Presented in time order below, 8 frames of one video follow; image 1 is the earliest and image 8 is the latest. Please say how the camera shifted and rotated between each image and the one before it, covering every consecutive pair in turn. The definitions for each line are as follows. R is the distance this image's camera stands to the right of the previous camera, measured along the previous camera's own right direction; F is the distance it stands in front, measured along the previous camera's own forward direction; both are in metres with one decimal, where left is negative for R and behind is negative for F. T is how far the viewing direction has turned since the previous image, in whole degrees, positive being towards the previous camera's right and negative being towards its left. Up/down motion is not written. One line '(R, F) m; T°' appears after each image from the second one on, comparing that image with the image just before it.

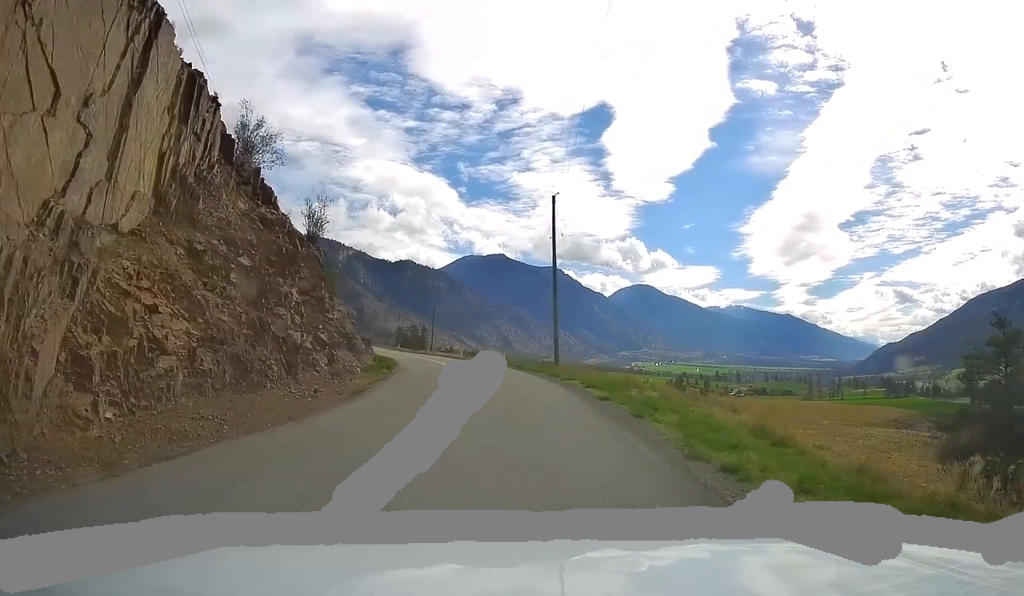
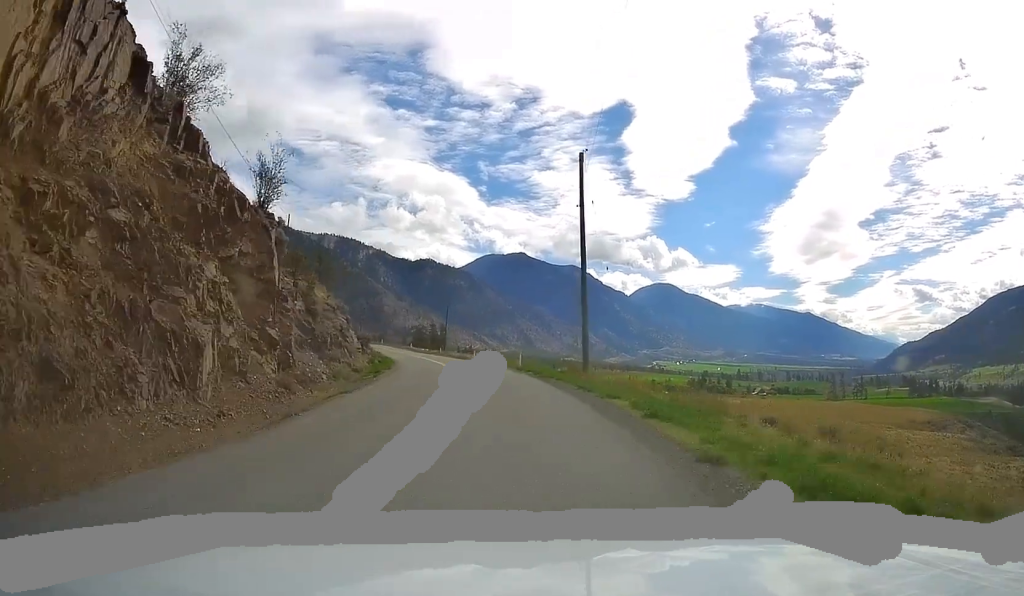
(0.0, +9.4) m; -2°
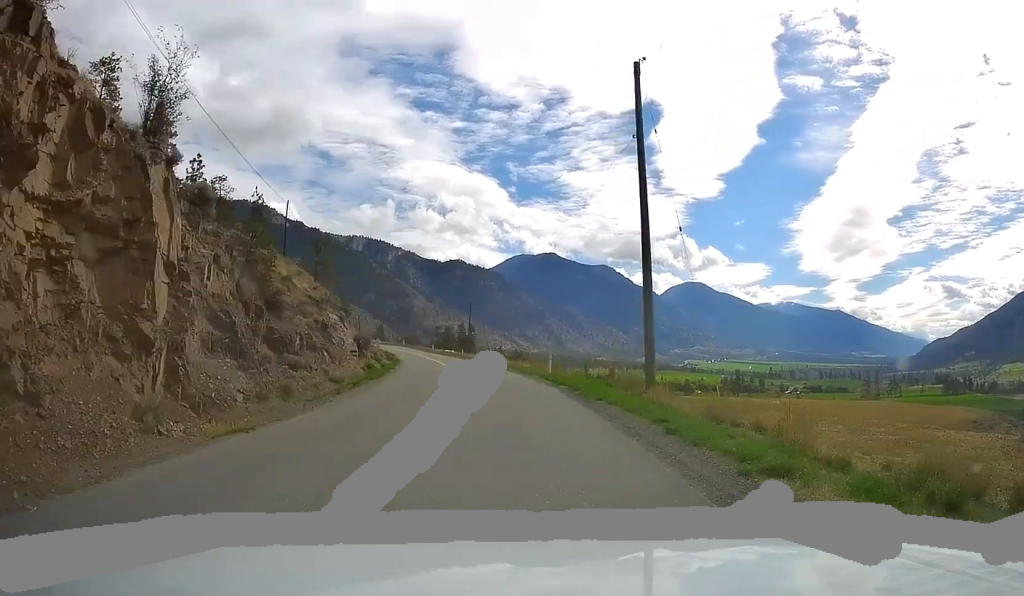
(-0.1, +11.1) m; -3°
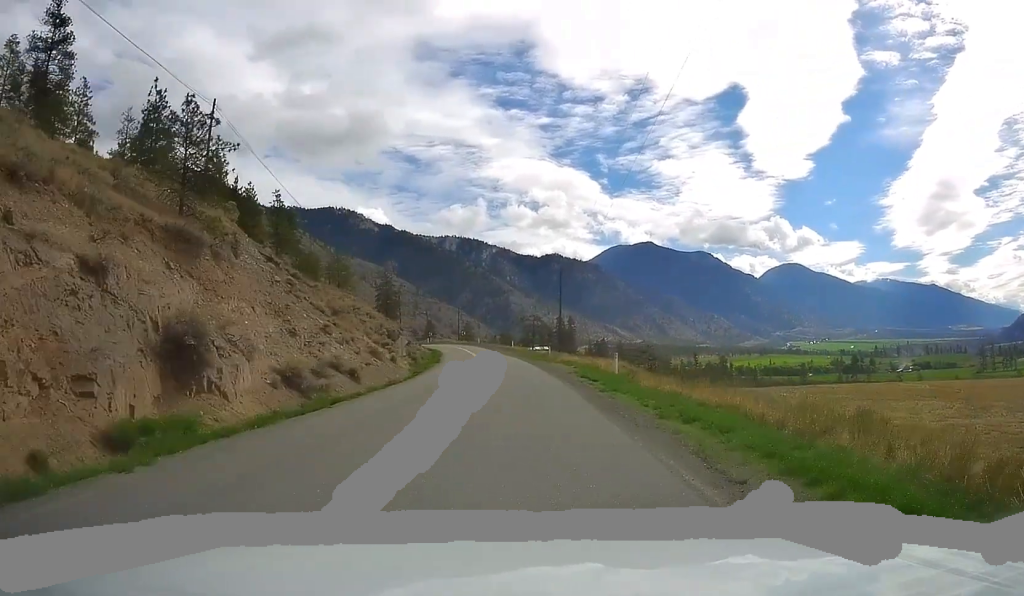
(-3.7, +42.2) m; -7°
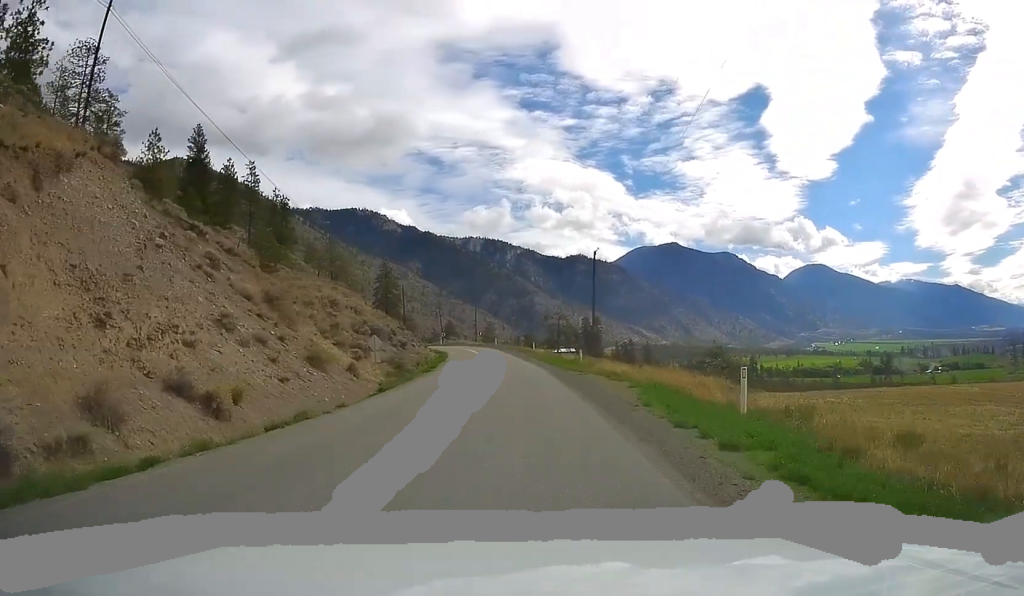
(-0.2, +17.4) m; -1°
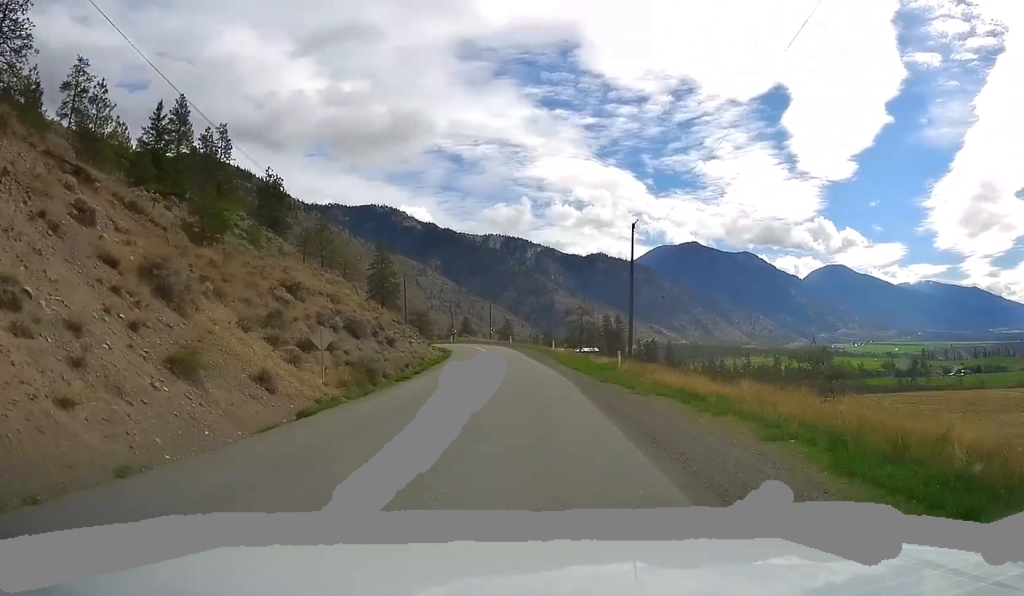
(0.0, +13.1) m; -1°
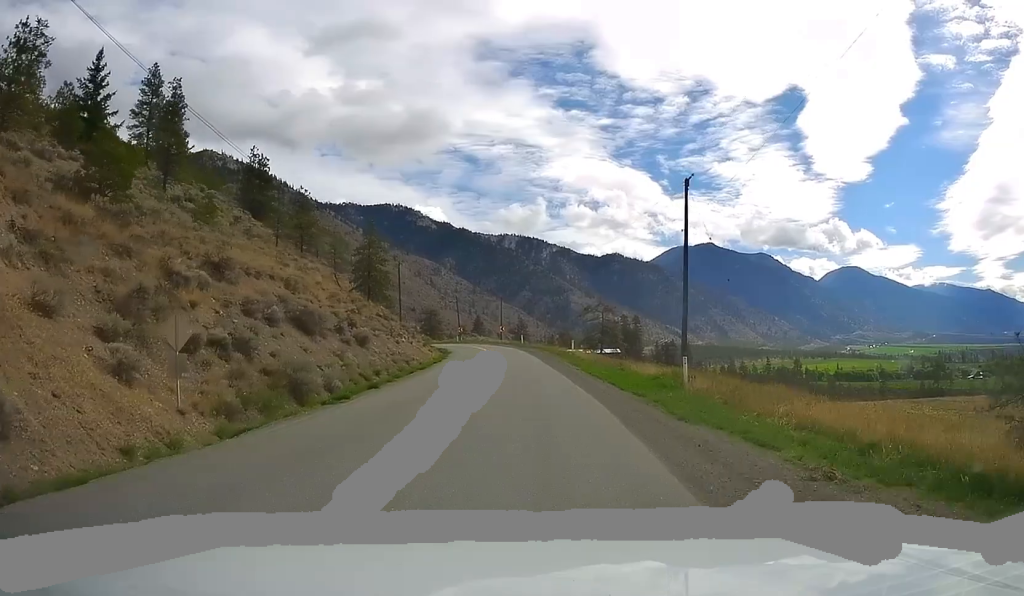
(-0.2, +12.8) m; -1°
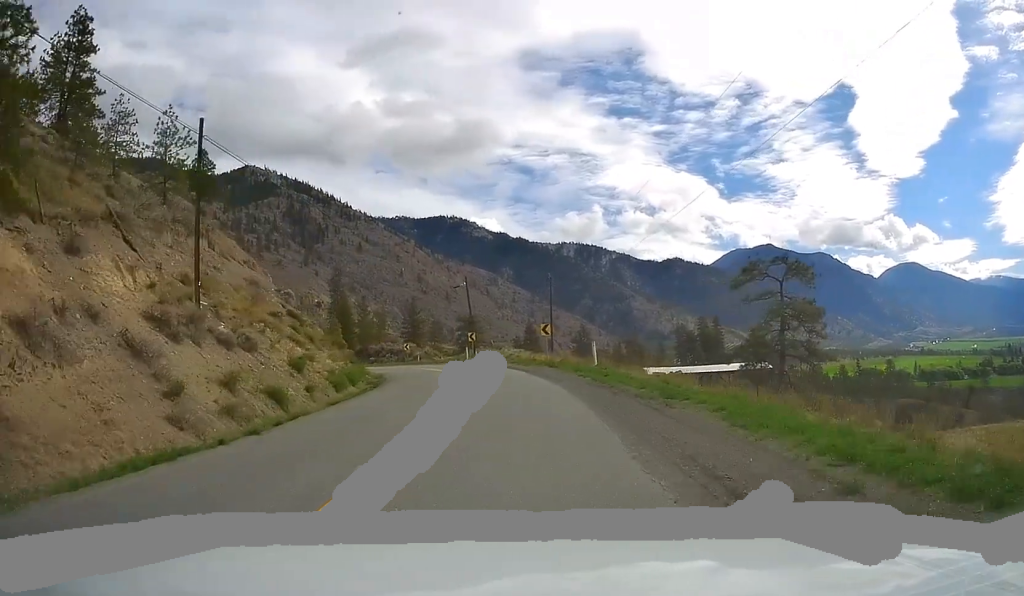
(-3.5, +55.4) m; -8°
